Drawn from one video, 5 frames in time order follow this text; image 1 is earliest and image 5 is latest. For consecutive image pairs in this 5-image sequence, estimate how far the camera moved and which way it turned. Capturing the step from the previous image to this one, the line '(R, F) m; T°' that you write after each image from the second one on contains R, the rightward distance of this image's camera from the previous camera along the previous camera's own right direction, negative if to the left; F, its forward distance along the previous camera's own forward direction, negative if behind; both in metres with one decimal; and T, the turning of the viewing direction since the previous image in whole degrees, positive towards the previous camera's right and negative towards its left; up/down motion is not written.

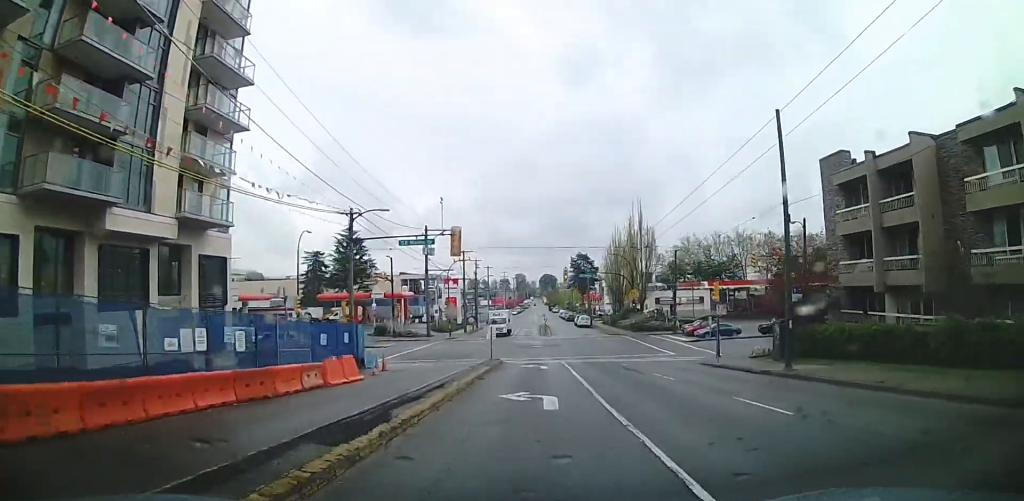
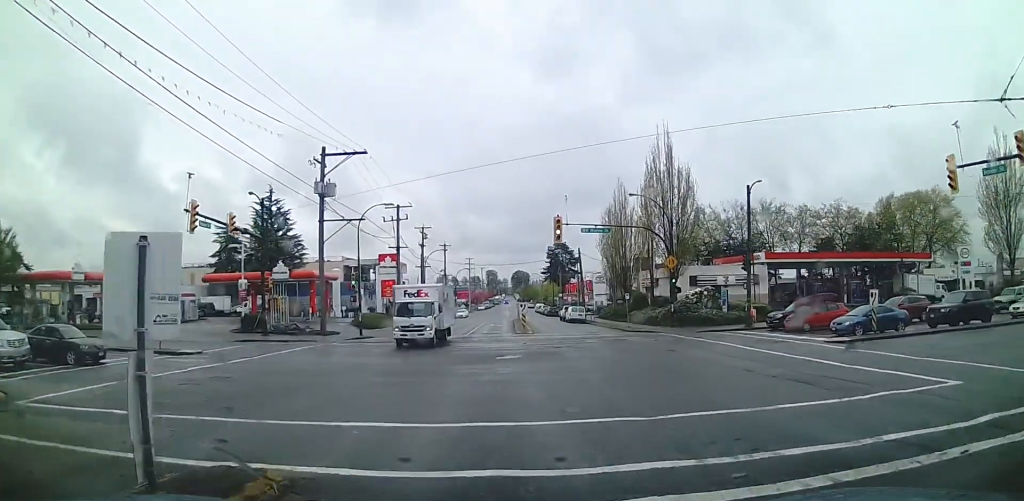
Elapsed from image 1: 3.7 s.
(-1.5, +36.1) m; 0°
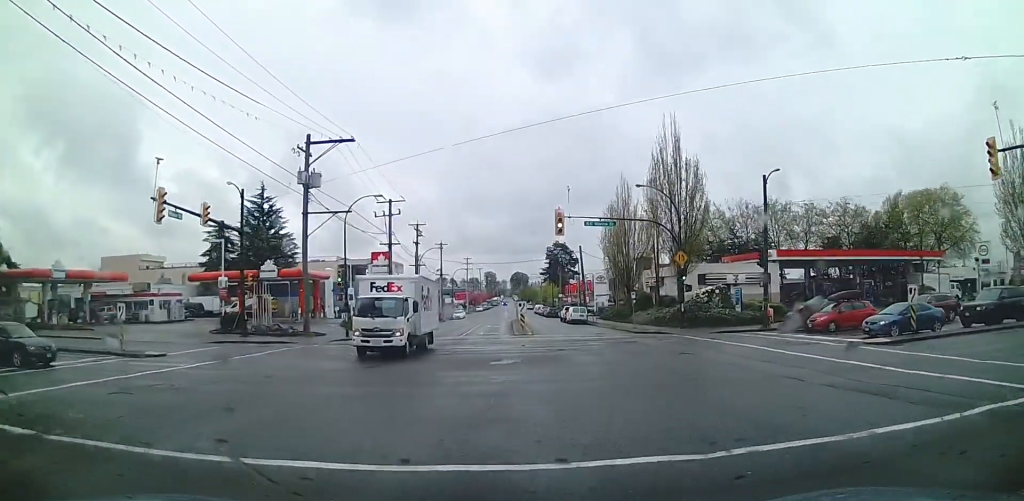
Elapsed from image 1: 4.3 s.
(0.0, +4.2) m; +1°
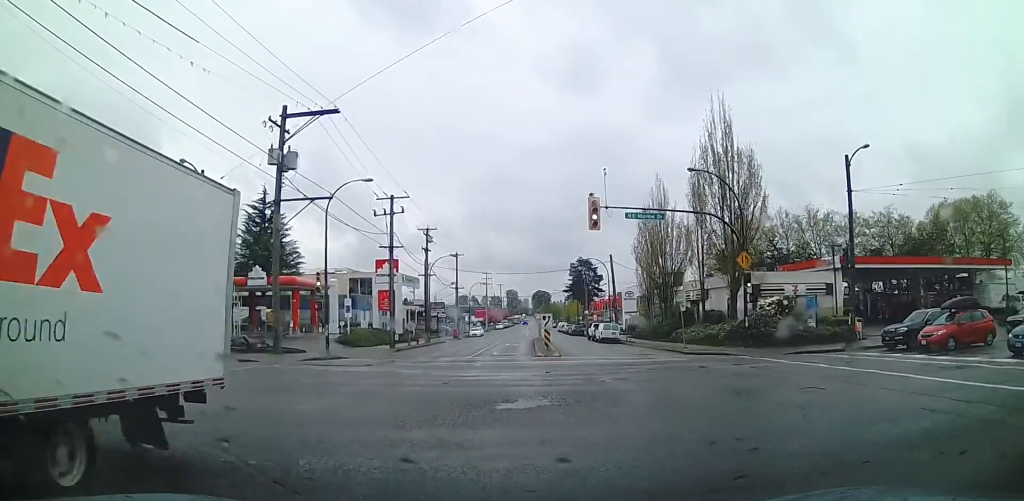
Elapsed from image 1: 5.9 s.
(-0.2, +9.9) m; -10°
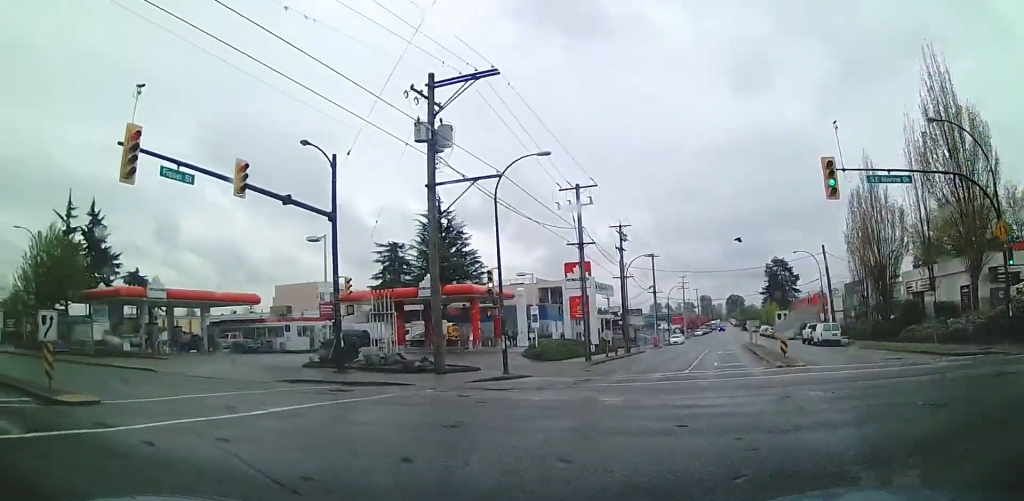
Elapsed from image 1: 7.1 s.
(-0.6, +5.7) m; -3°
